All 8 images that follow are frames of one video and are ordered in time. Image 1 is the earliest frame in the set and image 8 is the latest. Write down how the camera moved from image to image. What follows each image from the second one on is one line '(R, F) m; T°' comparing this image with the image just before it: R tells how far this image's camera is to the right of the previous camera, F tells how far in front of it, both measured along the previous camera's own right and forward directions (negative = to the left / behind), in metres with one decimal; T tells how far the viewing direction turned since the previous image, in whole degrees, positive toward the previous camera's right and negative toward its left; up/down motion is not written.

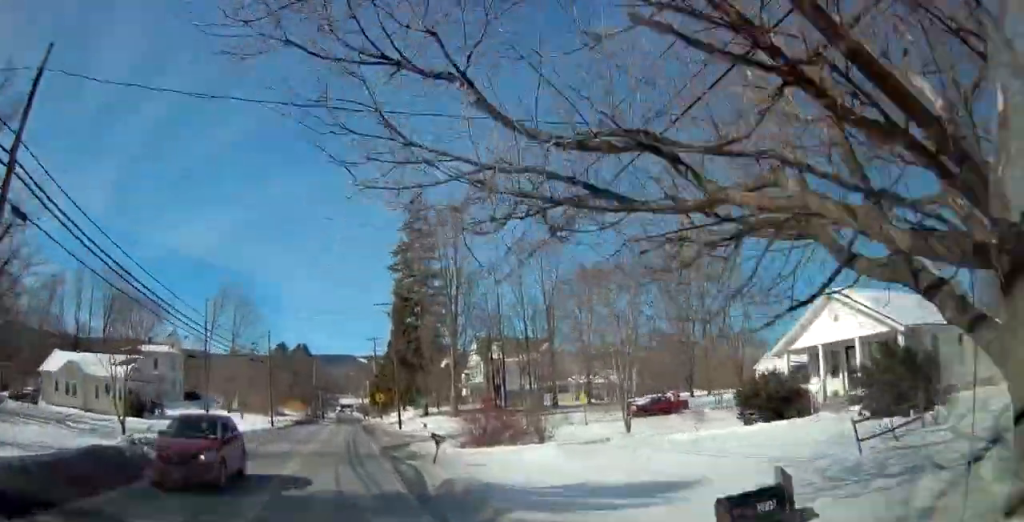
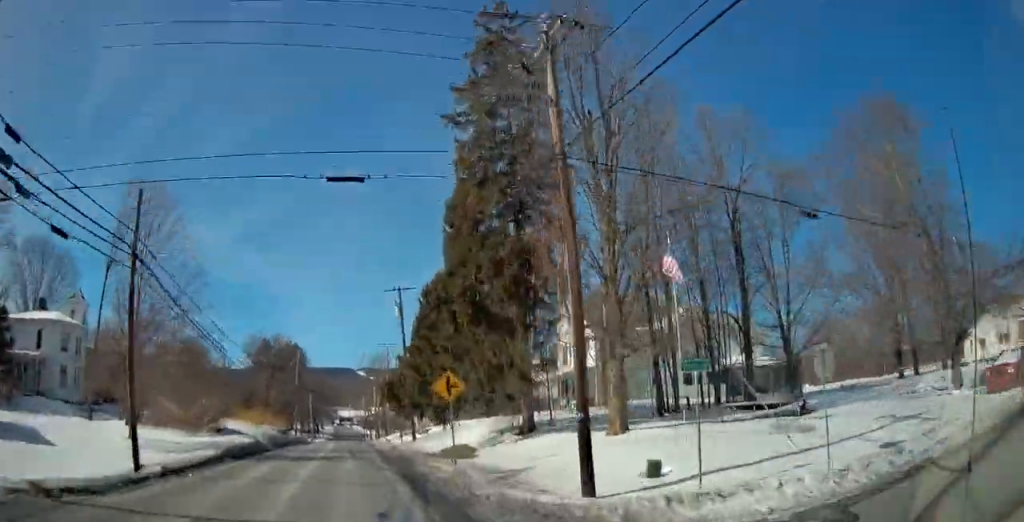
(+0.1, +34.1) m; 0°
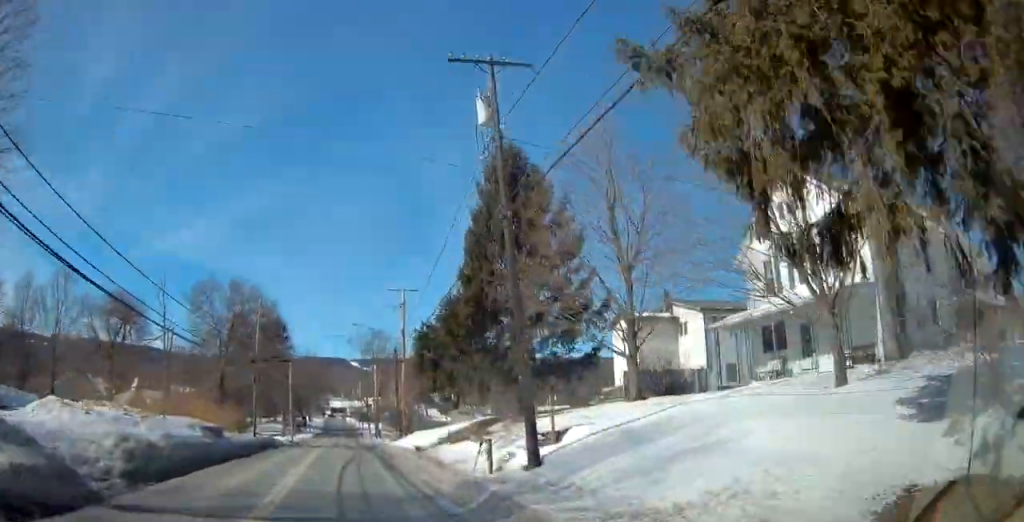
(-0.1, +26.4) m; 0°
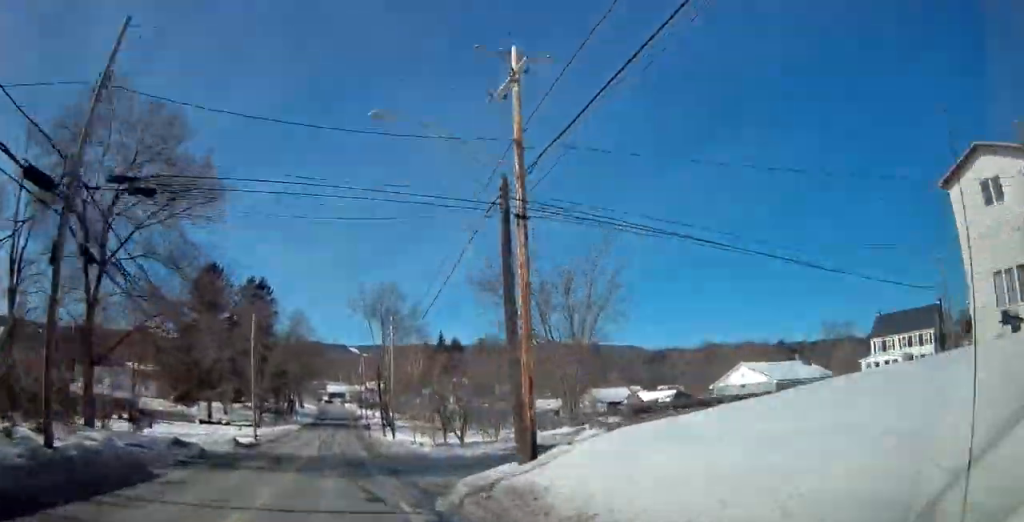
(+0.2, +30.2) m; 0°
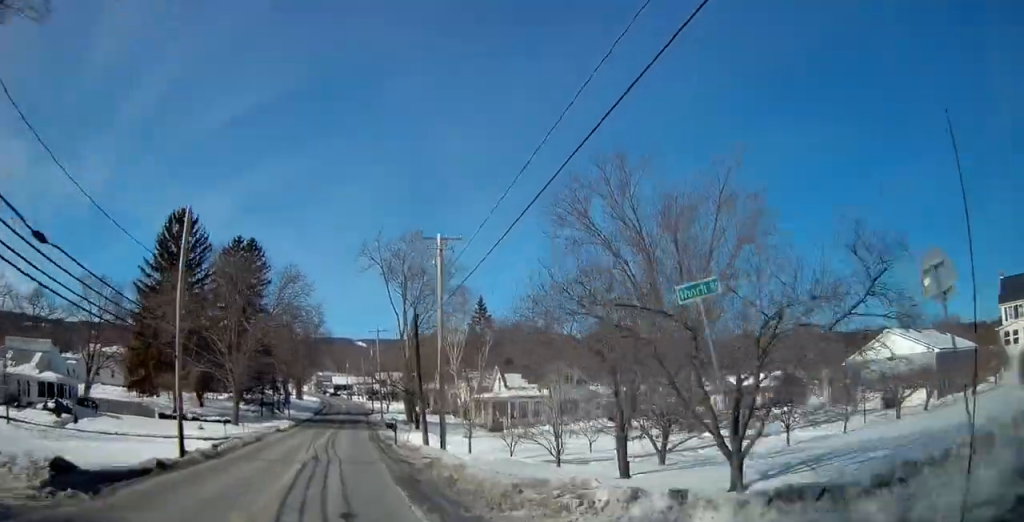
(0.0, +21.9) m; 0°
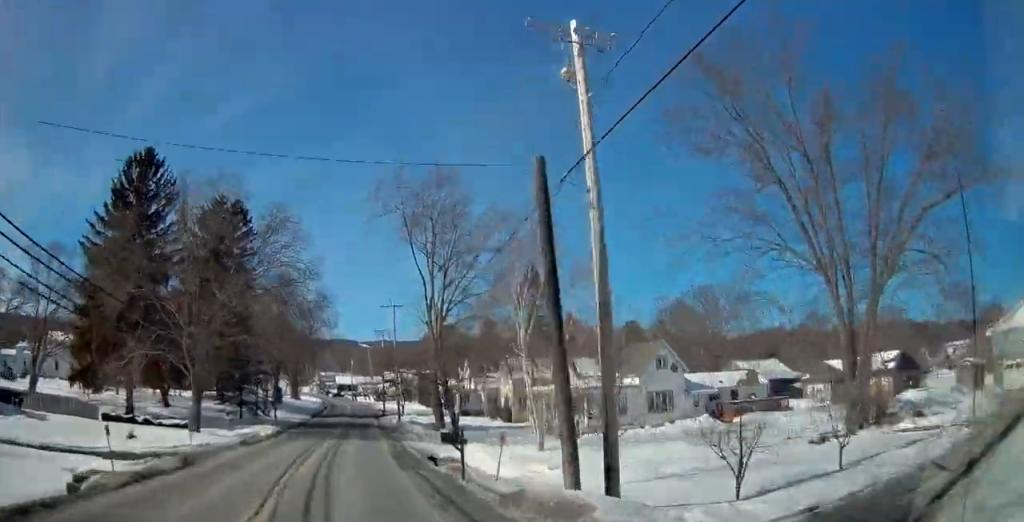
(-0.3, +17.2) m; 0°
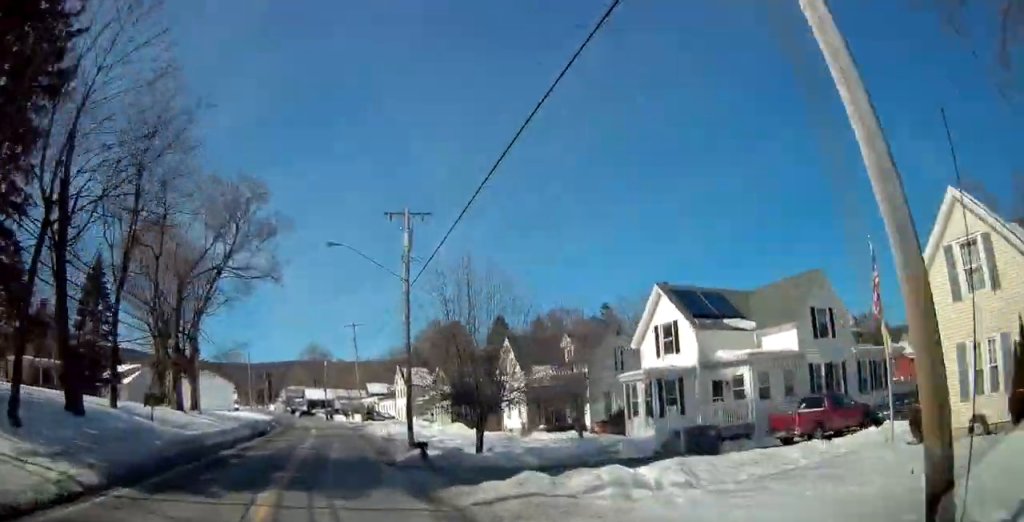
(+0.6, +51.6) m; +1°
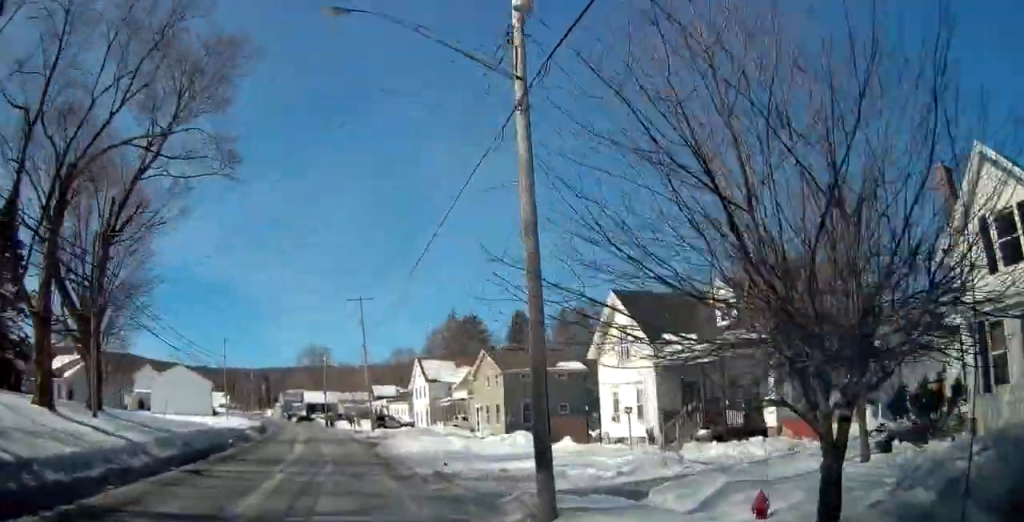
(0.0, +18.0) m; 0°
